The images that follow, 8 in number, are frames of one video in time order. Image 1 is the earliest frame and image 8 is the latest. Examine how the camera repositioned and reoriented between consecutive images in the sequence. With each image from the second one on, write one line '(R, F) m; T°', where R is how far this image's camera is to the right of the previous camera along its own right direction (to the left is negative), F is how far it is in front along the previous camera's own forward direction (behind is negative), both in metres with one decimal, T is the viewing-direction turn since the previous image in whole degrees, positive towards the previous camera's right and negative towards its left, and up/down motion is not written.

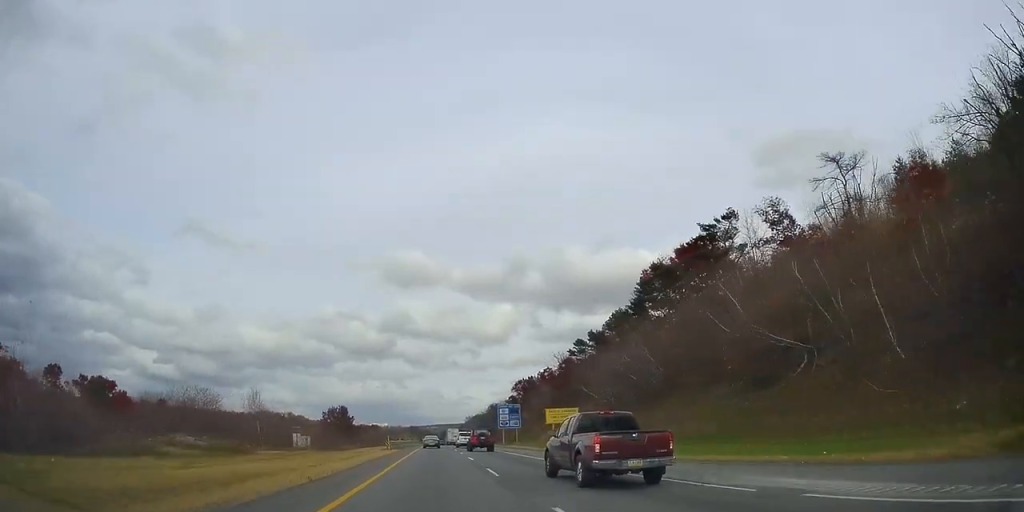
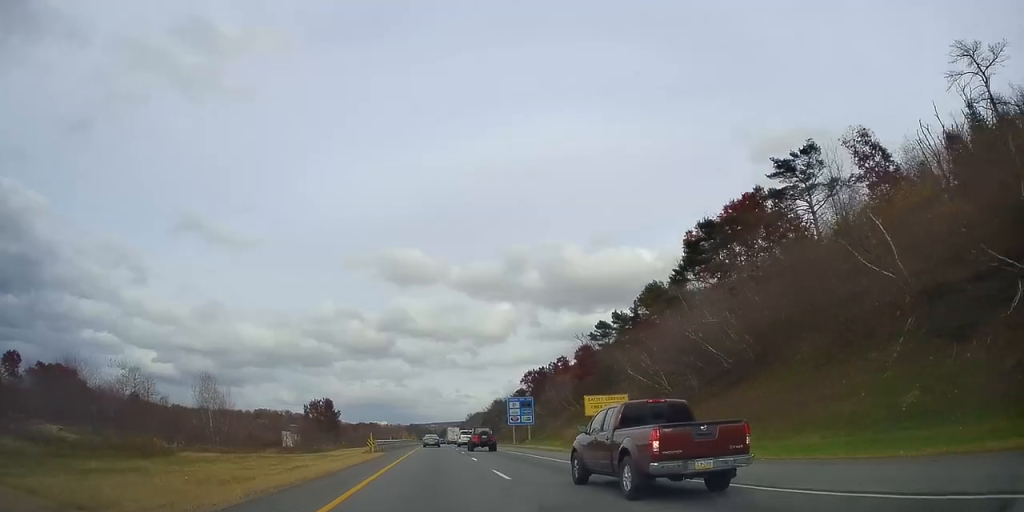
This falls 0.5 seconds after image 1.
(0.0, +14.3) m; 0°
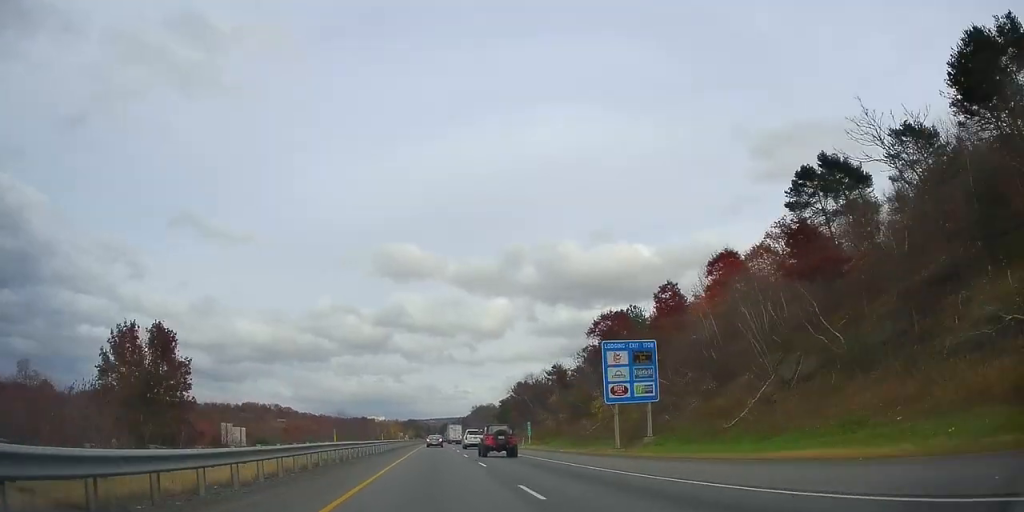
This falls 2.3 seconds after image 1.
(+0.1, +53.4) m; 0°
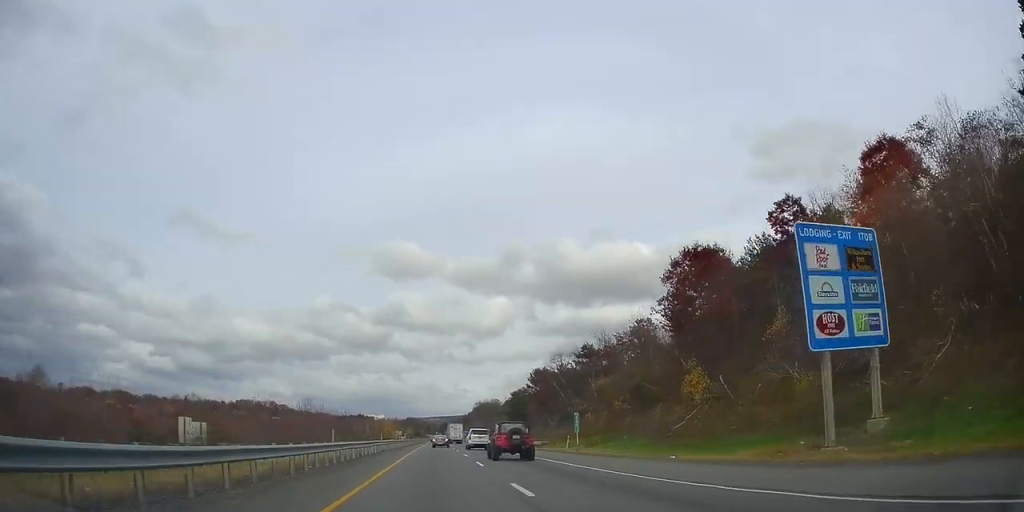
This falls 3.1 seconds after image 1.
(-0.2, +23.3) m; 0°
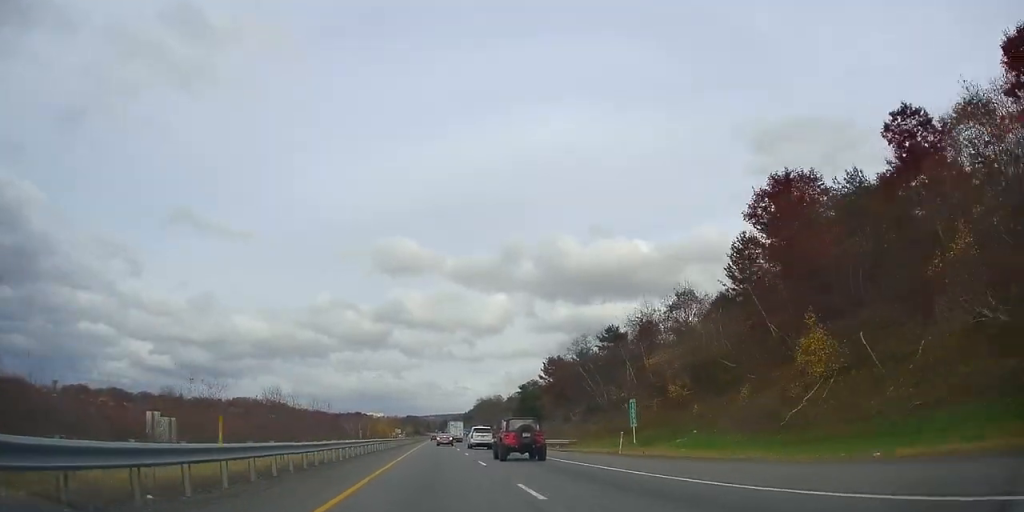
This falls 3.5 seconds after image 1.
(0.0, +13.4) m; 0°
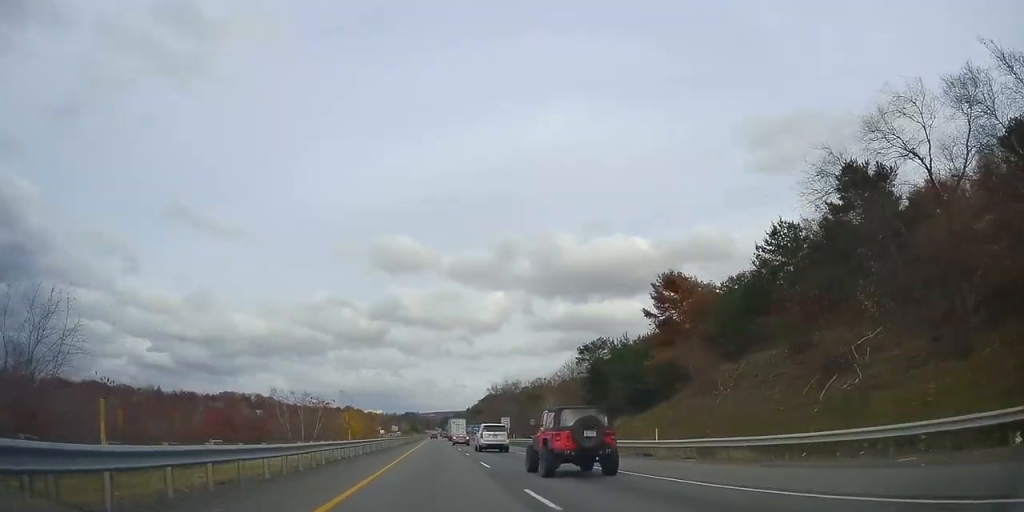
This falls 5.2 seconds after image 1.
(+0.7, +49.9) m; 0°
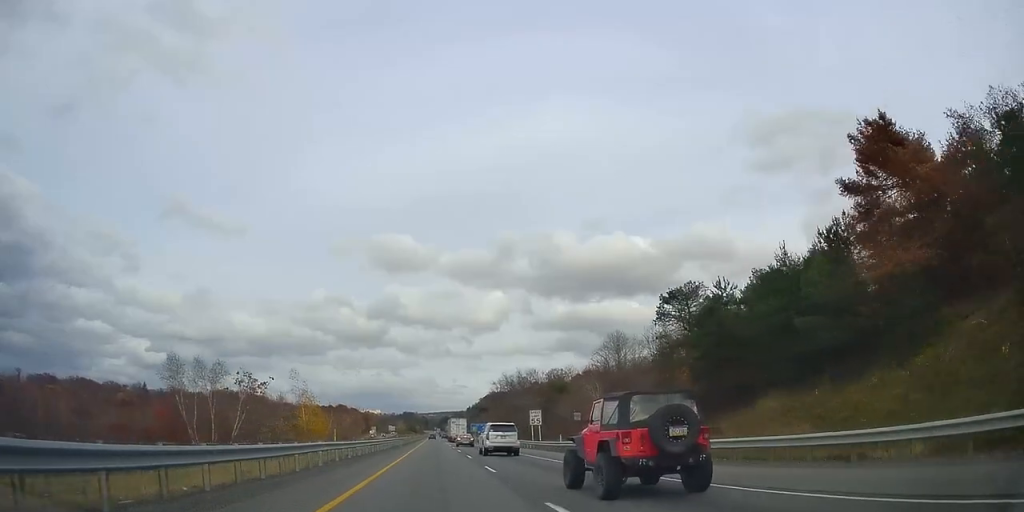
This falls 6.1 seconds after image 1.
(-0.3, +26.8) m; 0°
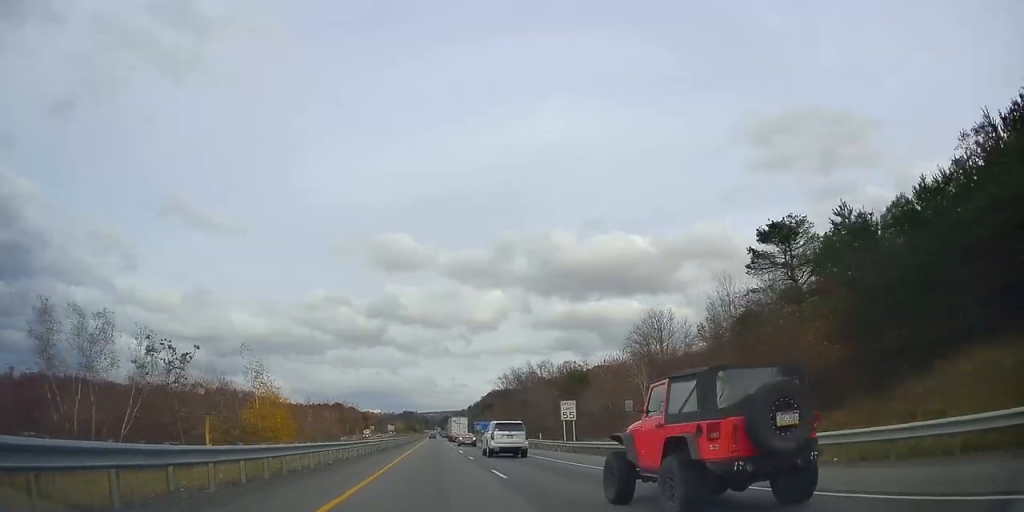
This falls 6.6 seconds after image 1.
(0.0, +14.9) m; 0°
